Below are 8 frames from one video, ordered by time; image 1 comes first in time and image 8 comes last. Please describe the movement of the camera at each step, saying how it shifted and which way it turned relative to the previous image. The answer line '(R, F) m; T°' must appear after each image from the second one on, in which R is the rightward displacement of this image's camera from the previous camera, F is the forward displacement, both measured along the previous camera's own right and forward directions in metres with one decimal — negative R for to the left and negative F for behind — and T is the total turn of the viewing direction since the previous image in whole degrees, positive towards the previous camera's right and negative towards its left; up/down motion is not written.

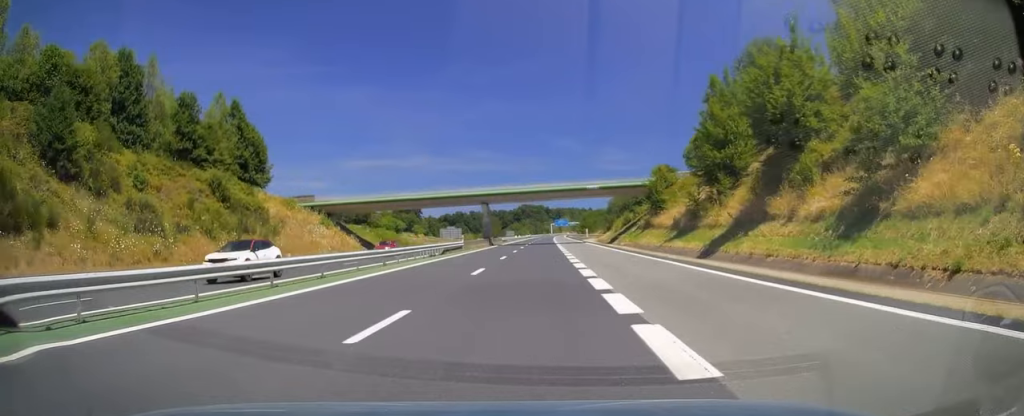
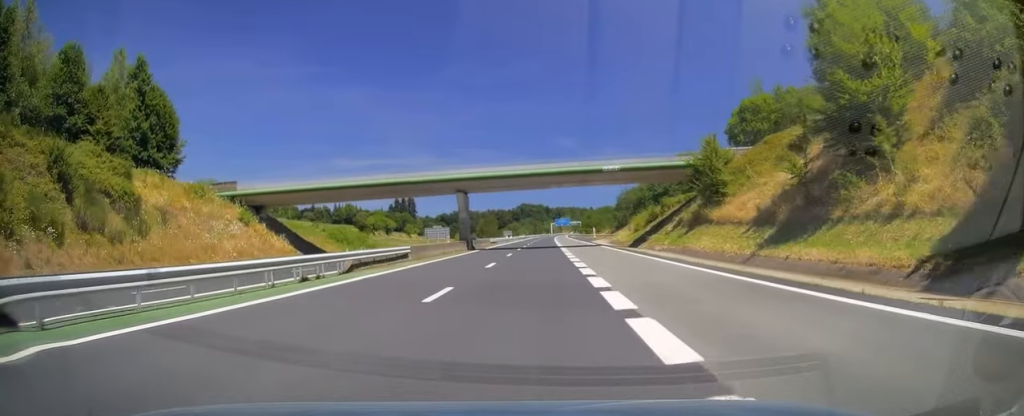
(-0.1, +21.2) m; 0°
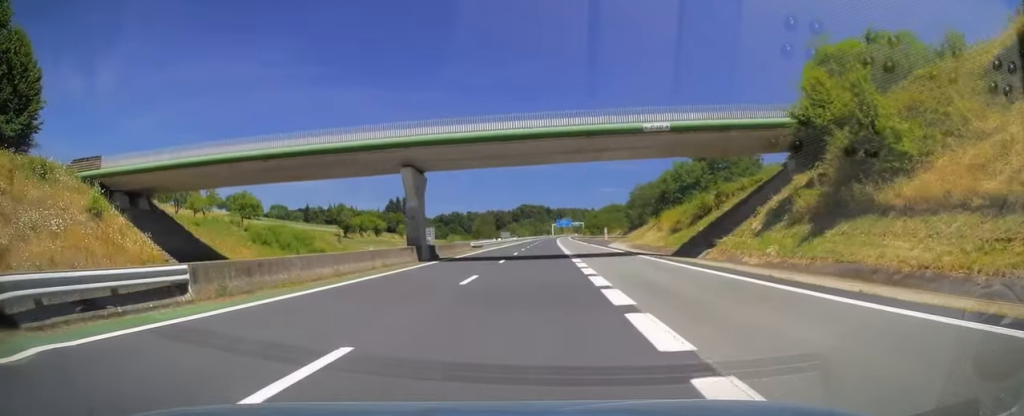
(+0.1, +21.2) m; 0°
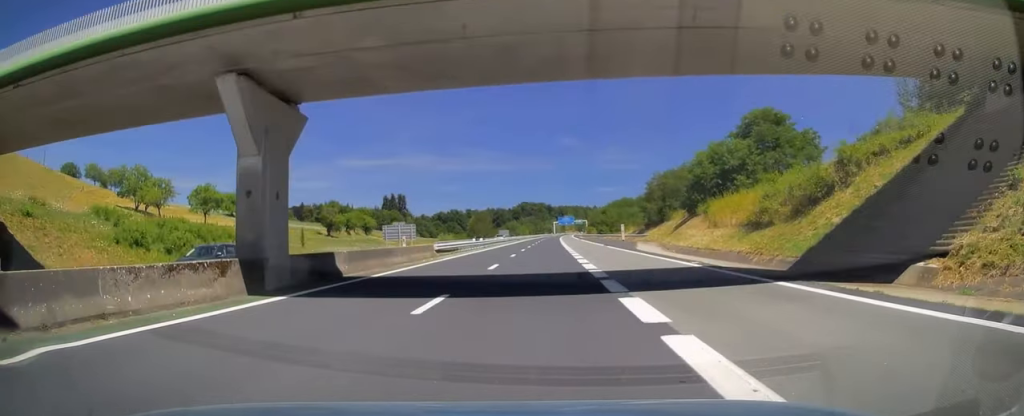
(0.0, +19.6) m; 0°
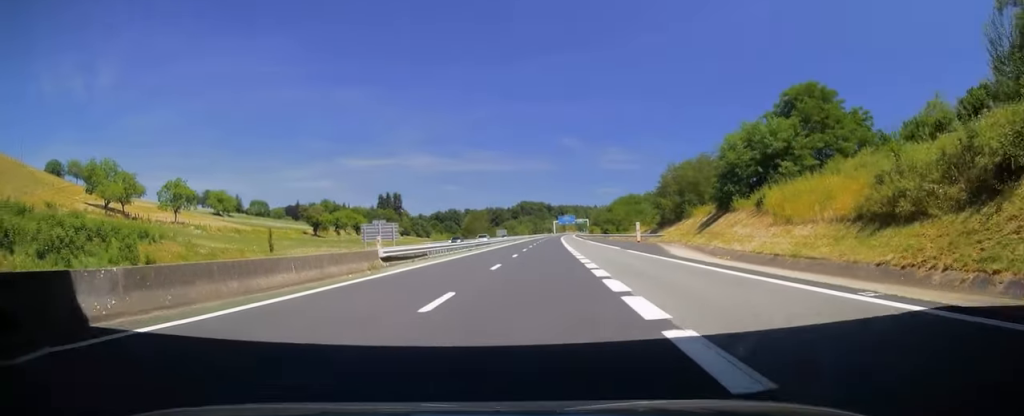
(0.0, +12.8) m; 0°
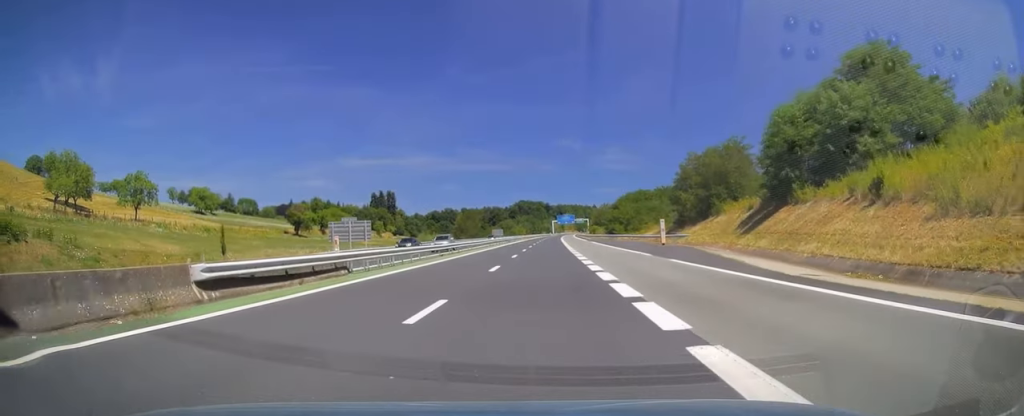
(0.0, +14.2) m; 0°
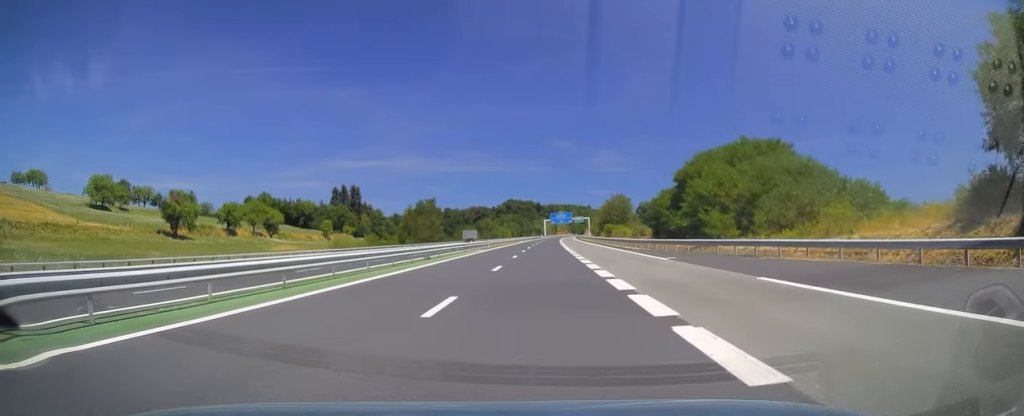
(+0.1, +63.9) m; 0°
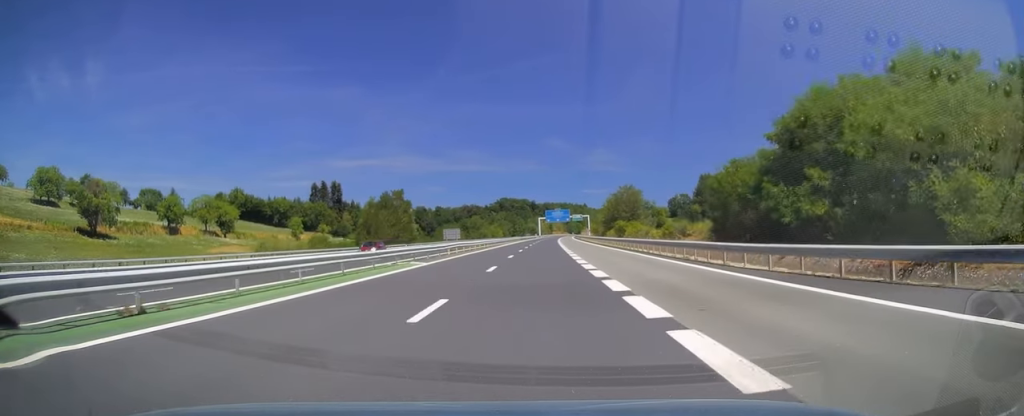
(0.0, +26.6) m; 0°
